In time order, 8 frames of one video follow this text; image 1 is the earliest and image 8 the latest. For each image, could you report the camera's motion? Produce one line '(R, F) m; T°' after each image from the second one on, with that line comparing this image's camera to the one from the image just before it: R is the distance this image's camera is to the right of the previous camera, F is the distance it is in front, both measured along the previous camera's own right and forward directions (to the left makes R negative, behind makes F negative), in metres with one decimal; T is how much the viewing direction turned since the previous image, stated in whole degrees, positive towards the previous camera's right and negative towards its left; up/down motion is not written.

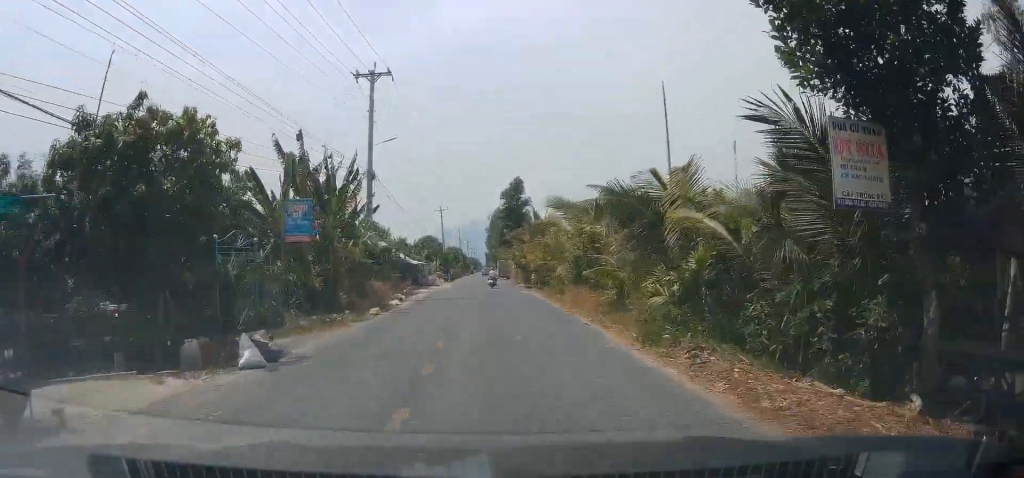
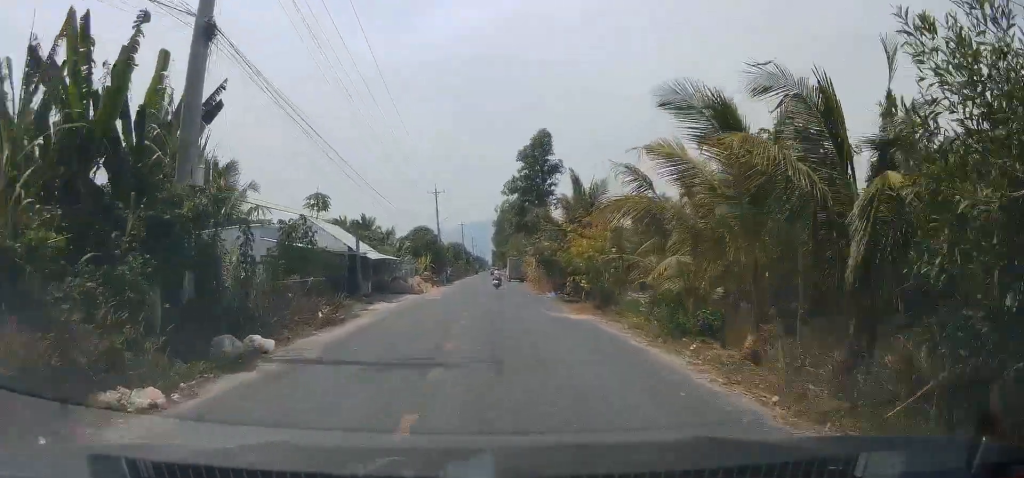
(+0.2, +21.3) m; -1°
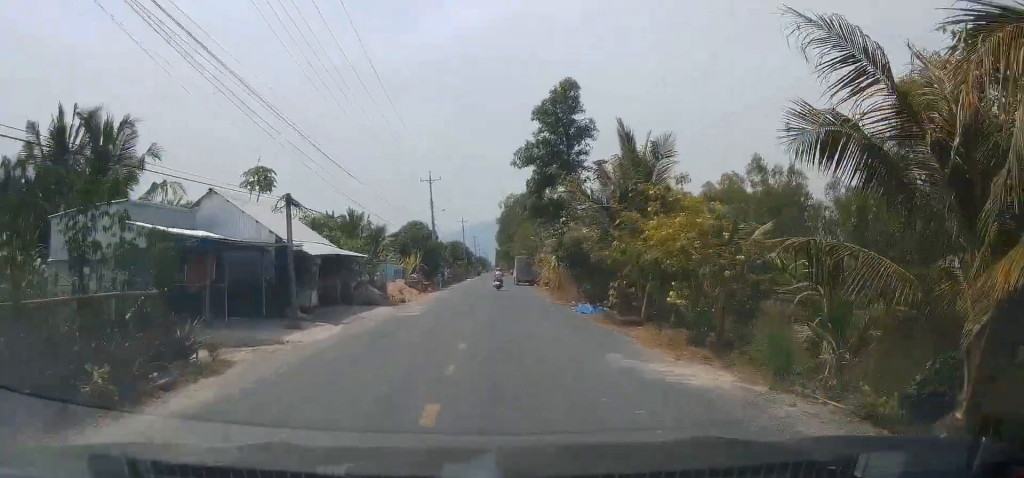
(-0.3, +11.2) m; -1°
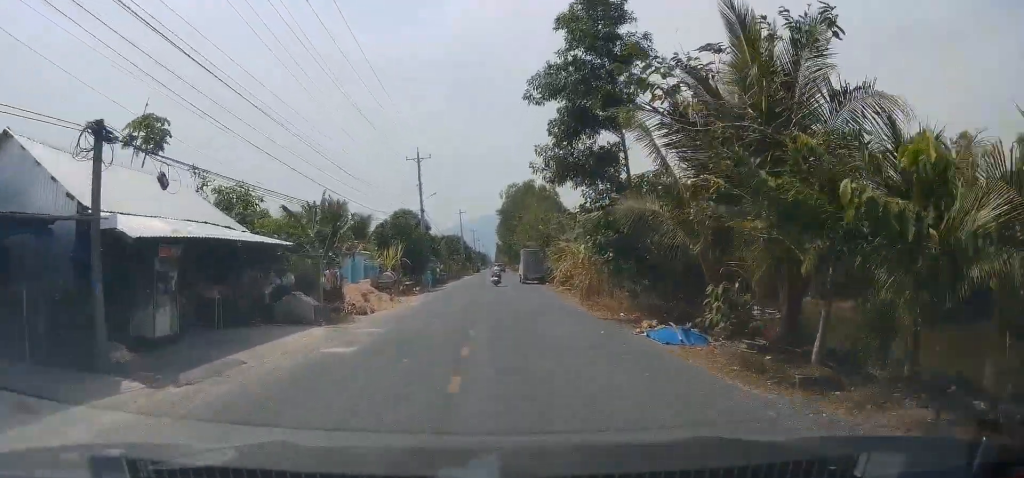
(+0.2, +11.1) m; +1°
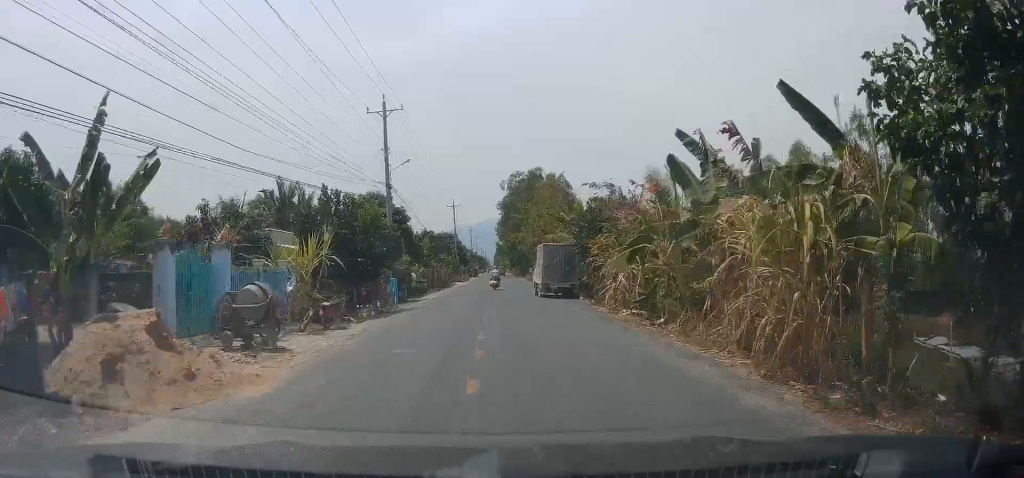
(+0.1, +17.8) m; 0°
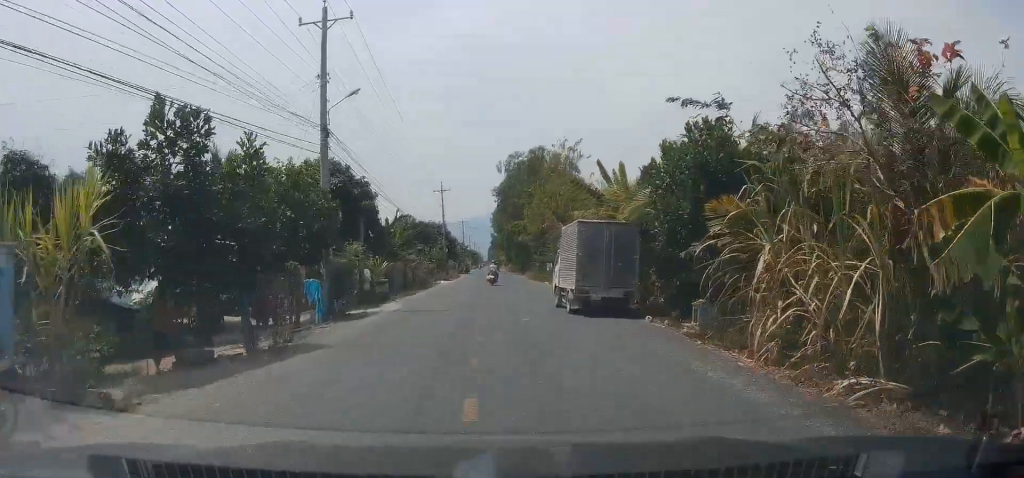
(0.0, +13.3) m; -1°
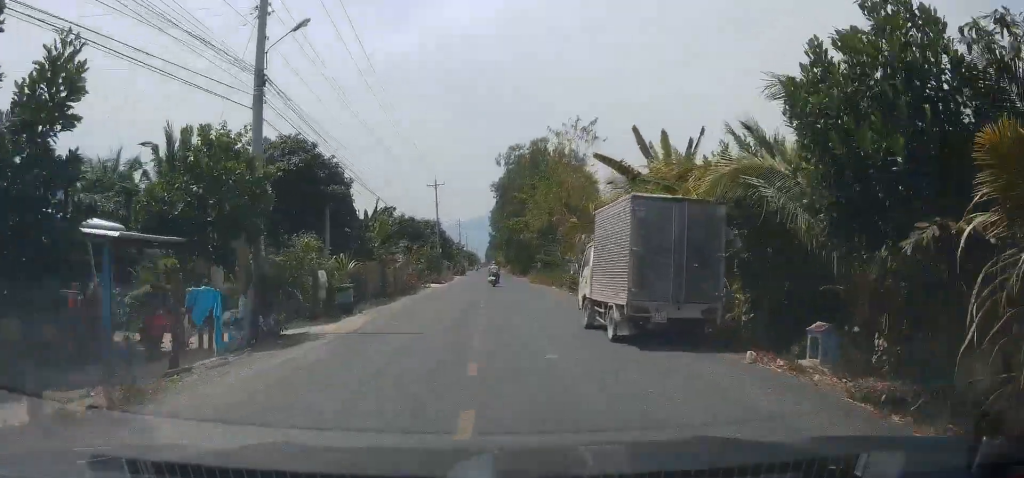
(0.0, +6.4) m; 0°
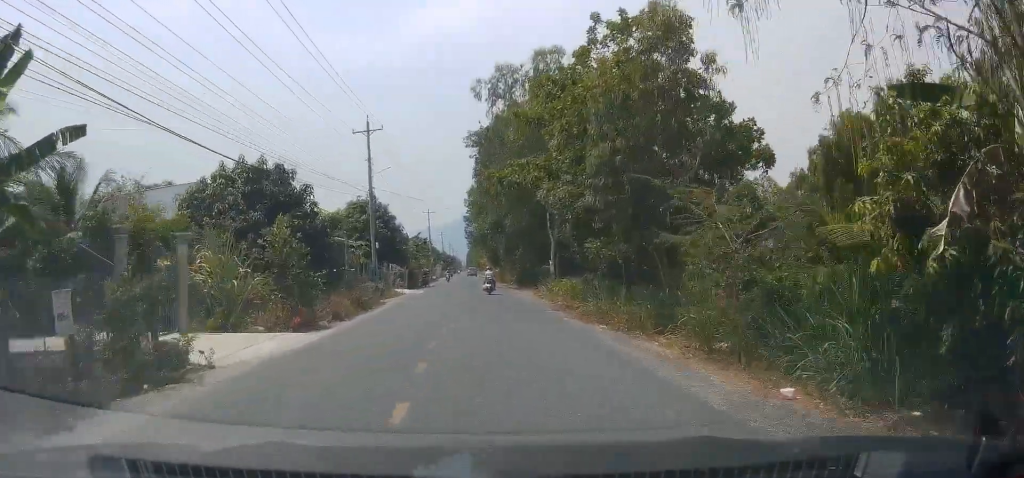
(+0.7, +32.5) m; +3°
